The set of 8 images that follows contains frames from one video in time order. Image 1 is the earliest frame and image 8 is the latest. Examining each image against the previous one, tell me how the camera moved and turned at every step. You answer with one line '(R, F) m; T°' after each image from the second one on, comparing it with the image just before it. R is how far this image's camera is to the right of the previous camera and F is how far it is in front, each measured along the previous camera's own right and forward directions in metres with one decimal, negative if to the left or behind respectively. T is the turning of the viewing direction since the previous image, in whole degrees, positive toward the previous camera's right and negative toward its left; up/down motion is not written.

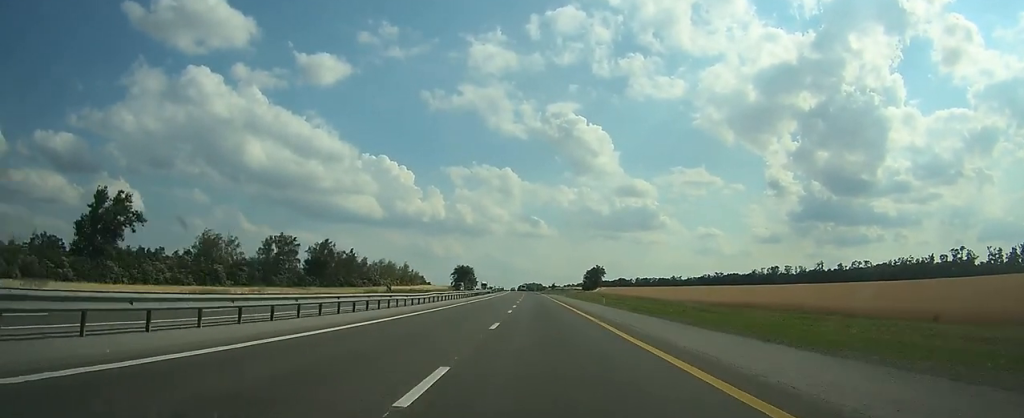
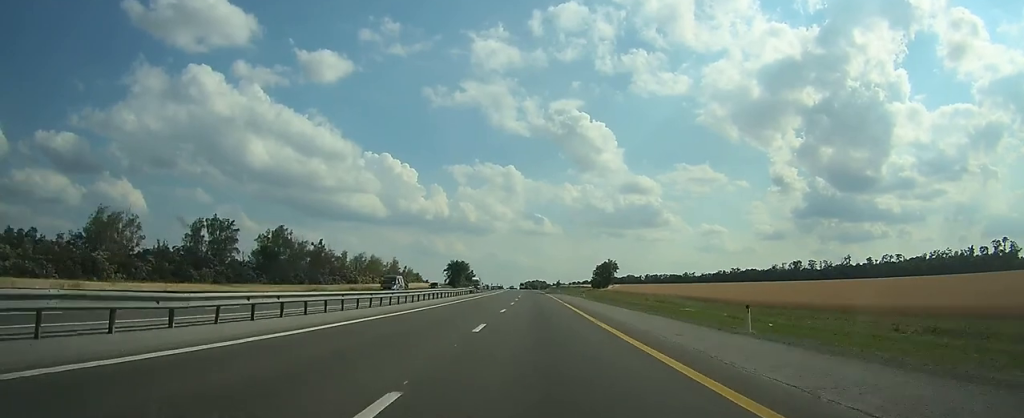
(0.0, +35.0) m; -1°
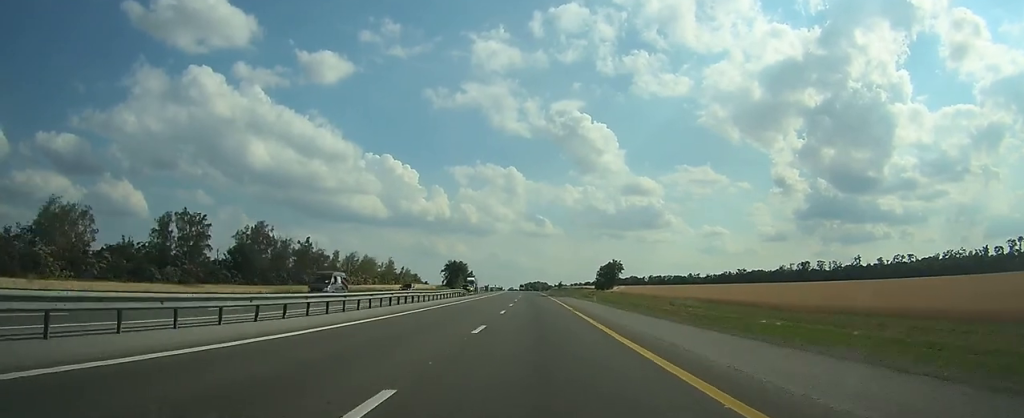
(-0.1, +11.7) m; 0°
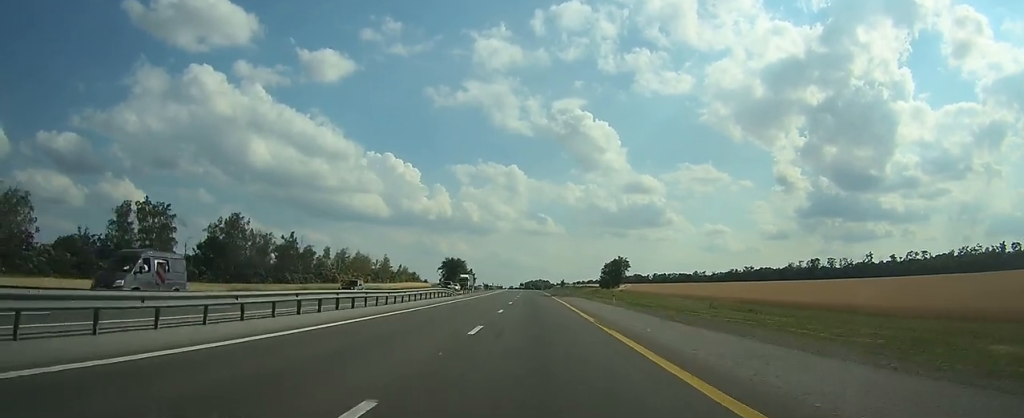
(-0.1, +12.7) m; 0°
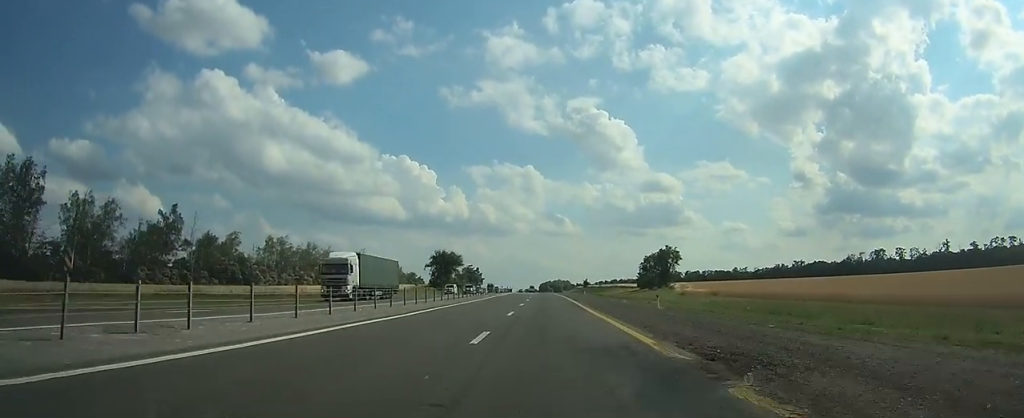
(-0.3, +62.4) m; 0°
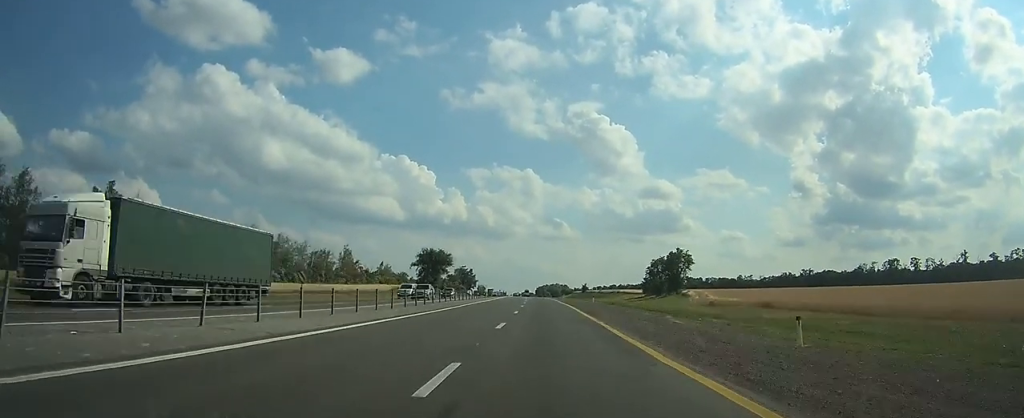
(0.0, +17.5) m; 0°
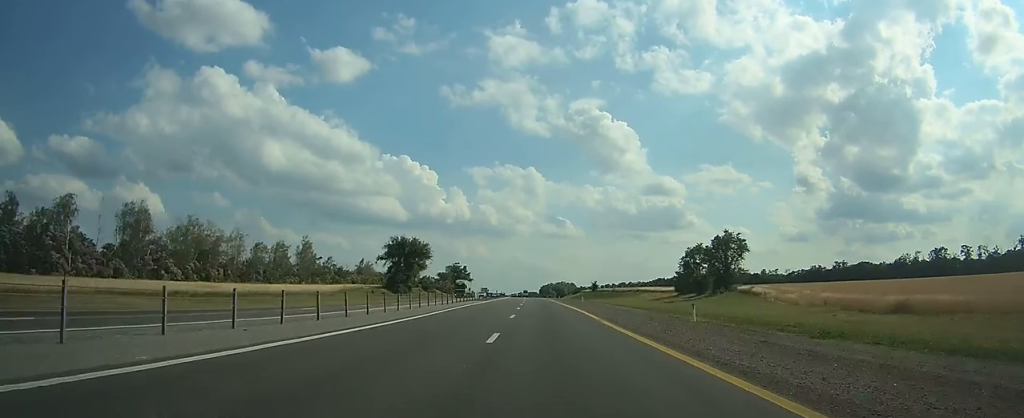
(0.0, +40.8) m; -1°
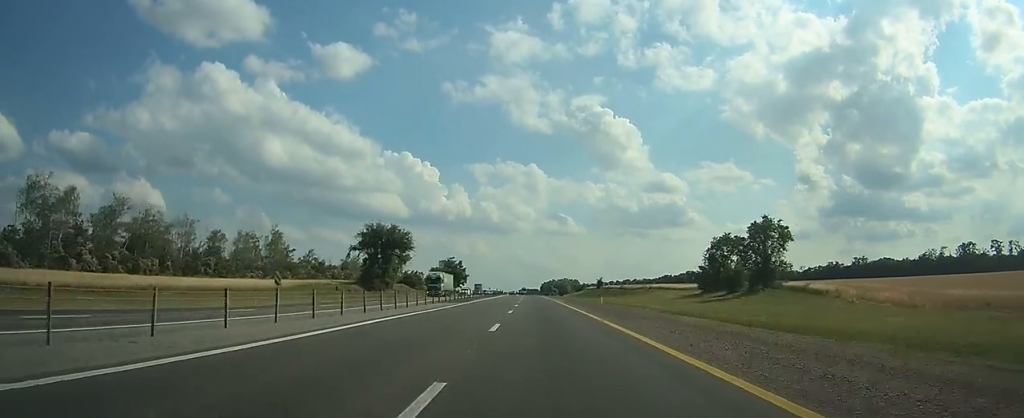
(-0.2, +21.3) m; -1°
